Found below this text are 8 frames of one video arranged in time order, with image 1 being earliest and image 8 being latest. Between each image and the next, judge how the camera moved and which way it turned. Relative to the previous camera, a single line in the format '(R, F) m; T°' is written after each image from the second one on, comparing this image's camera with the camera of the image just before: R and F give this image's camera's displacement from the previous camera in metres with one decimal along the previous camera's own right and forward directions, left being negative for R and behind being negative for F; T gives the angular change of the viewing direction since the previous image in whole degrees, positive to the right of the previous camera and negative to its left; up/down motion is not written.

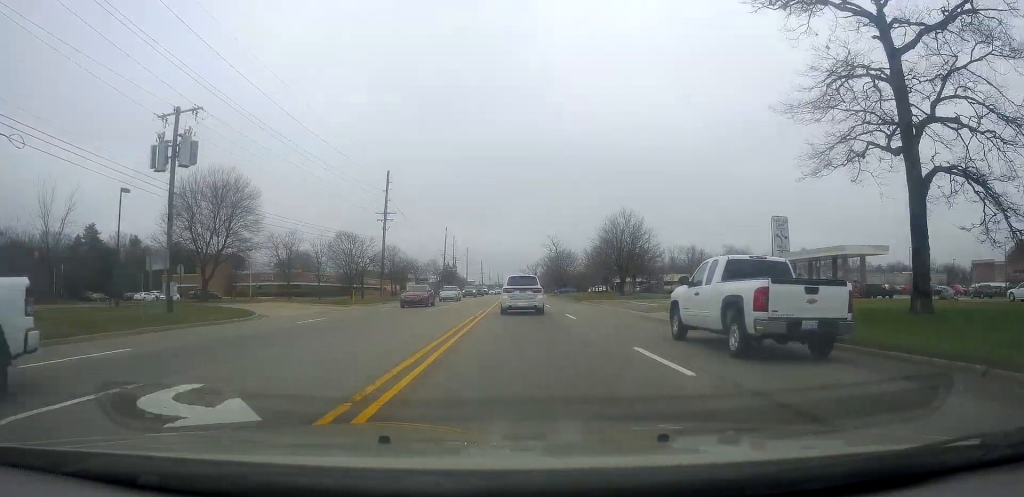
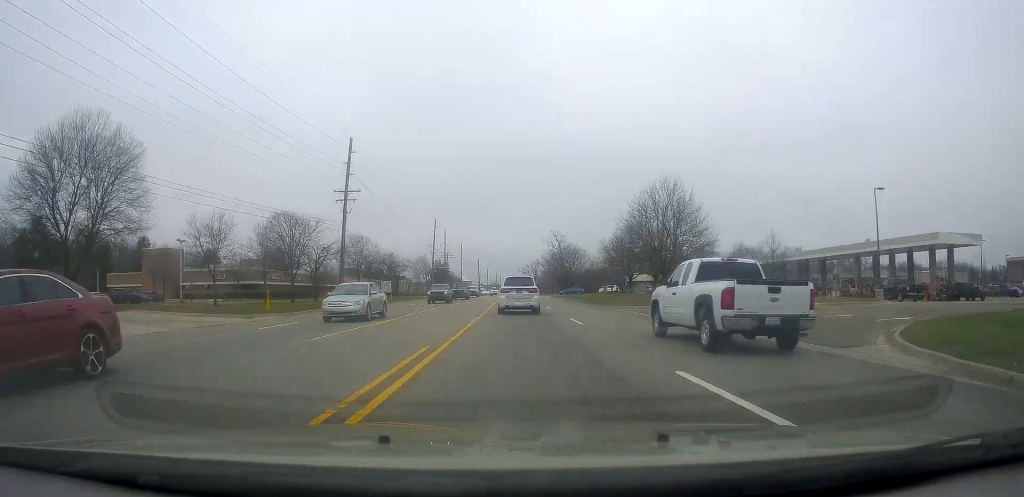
(+0.6, +18.2) m; +2°
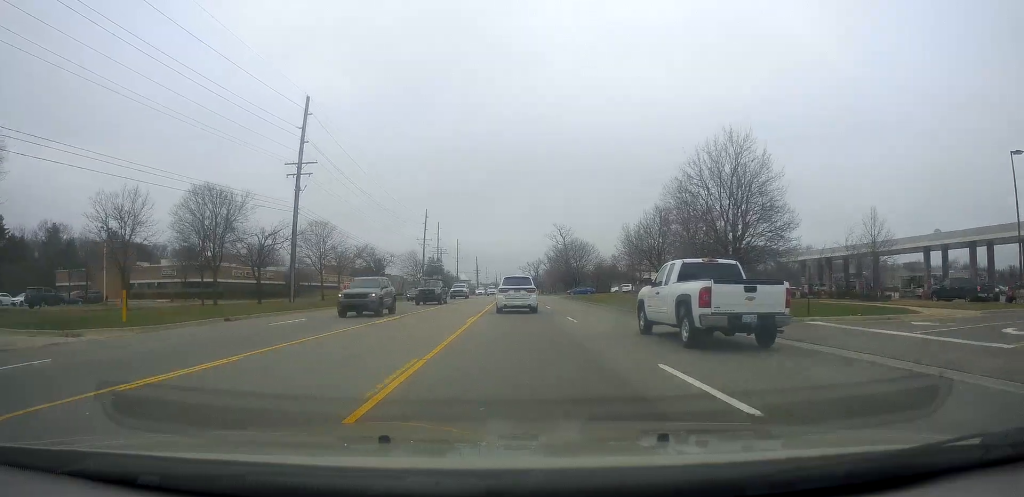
(-0.3, +14.2) m; 0°
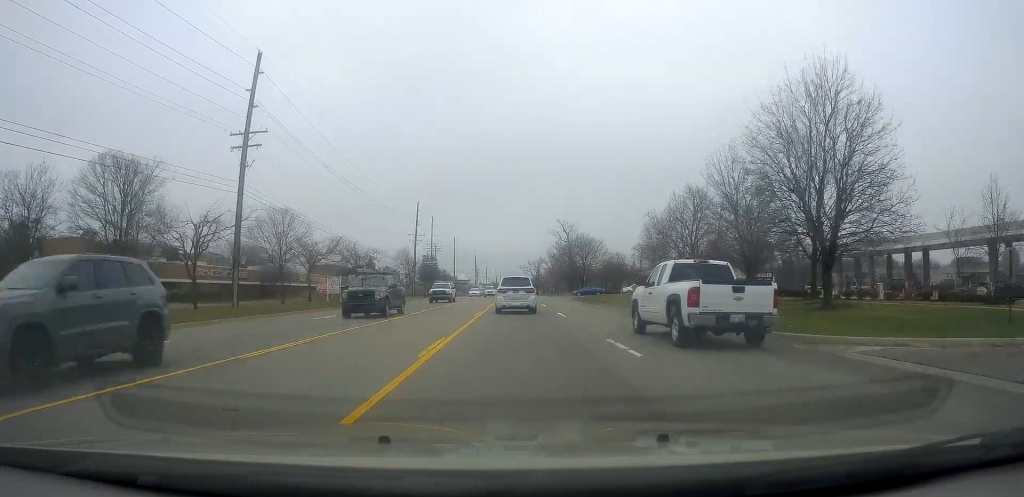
(+0.2, +10.5) m; -1°
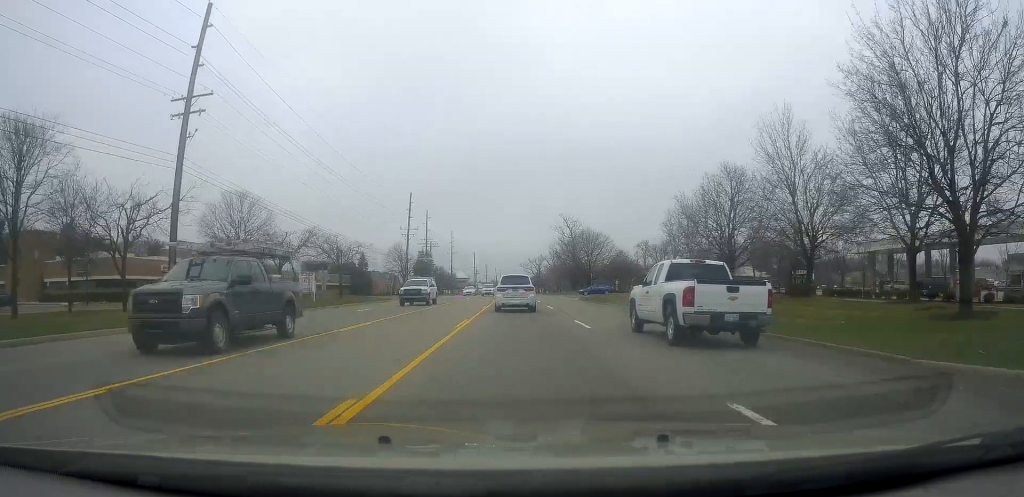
(+0.2, +8.0) m; -1°
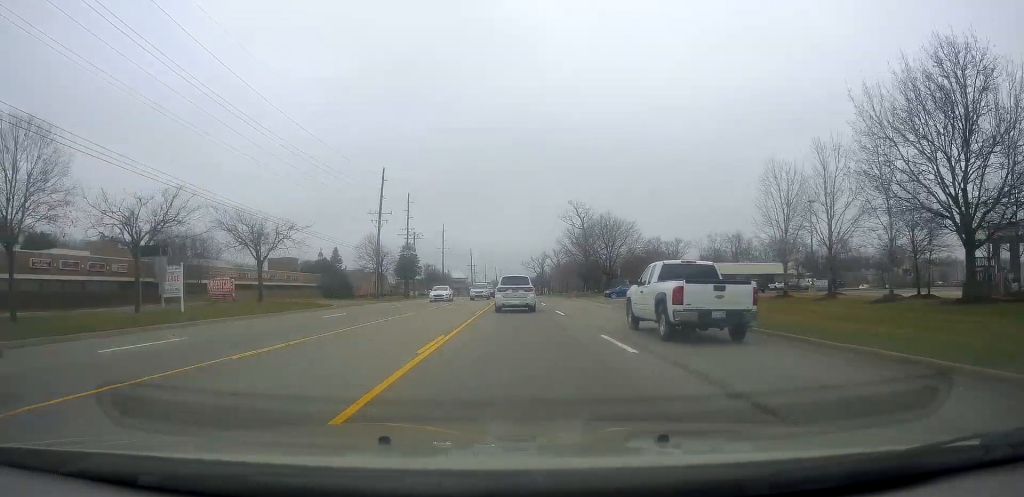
(-0.4, +22.0) m; 0°
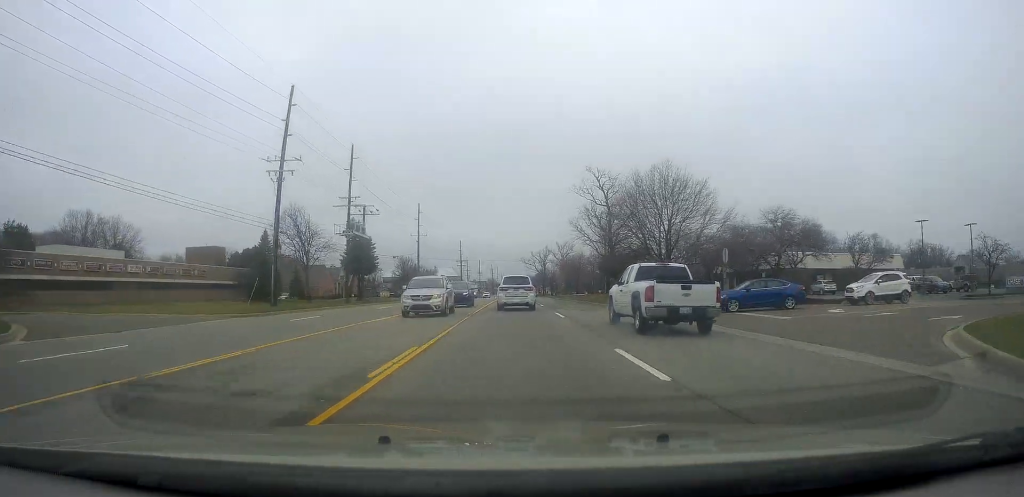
(+0.1, +33.7) m; +2°
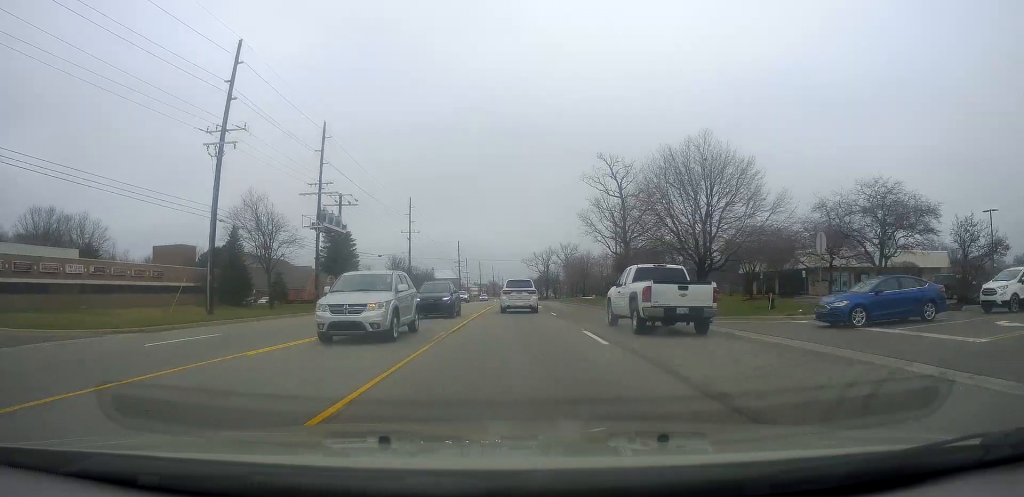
(+0.2, +10.2) m; +1°
